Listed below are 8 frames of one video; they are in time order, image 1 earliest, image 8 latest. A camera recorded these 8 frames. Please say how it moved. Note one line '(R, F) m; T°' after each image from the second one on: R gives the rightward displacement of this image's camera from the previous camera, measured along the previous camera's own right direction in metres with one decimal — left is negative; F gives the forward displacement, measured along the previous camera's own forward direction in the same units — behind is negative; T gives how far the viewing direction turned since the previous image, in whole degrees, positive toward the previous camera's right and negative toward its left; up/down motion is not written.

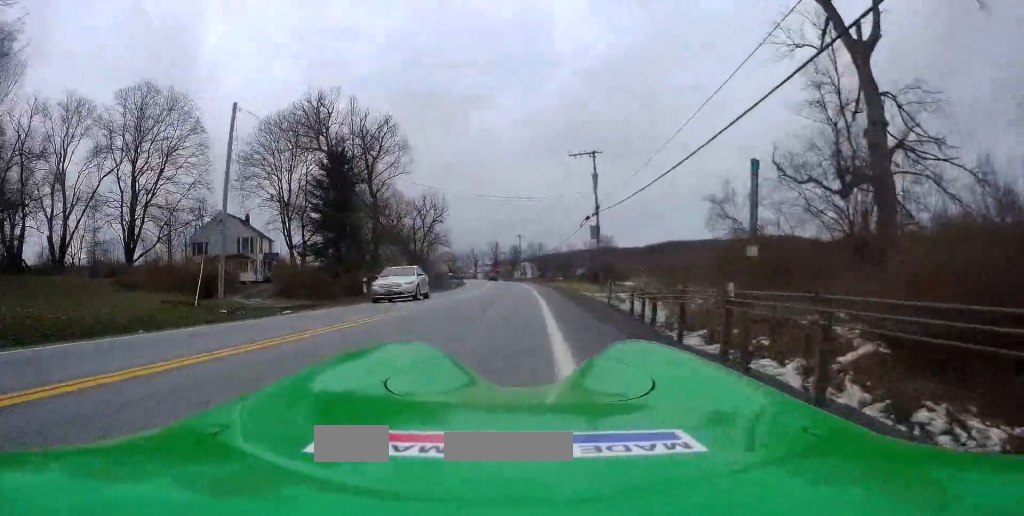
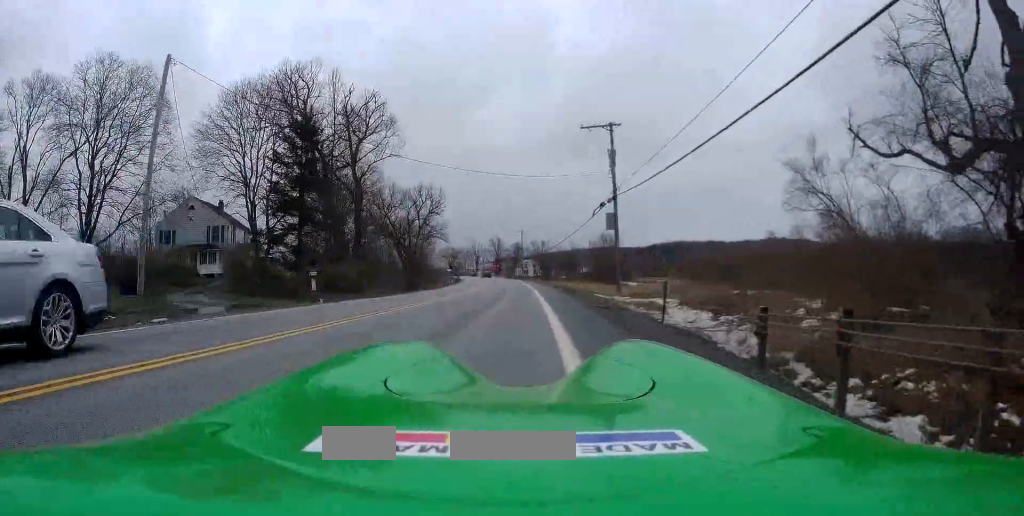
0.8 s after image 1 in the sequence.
(0.0, +7.5) m; -1°
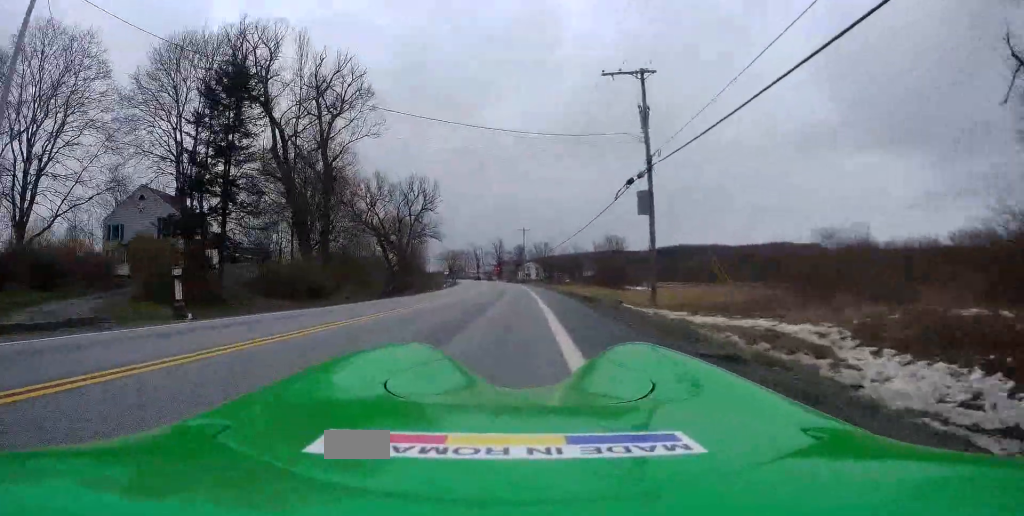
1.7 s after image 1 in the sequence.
(-0.3, +9.2) m; -3°
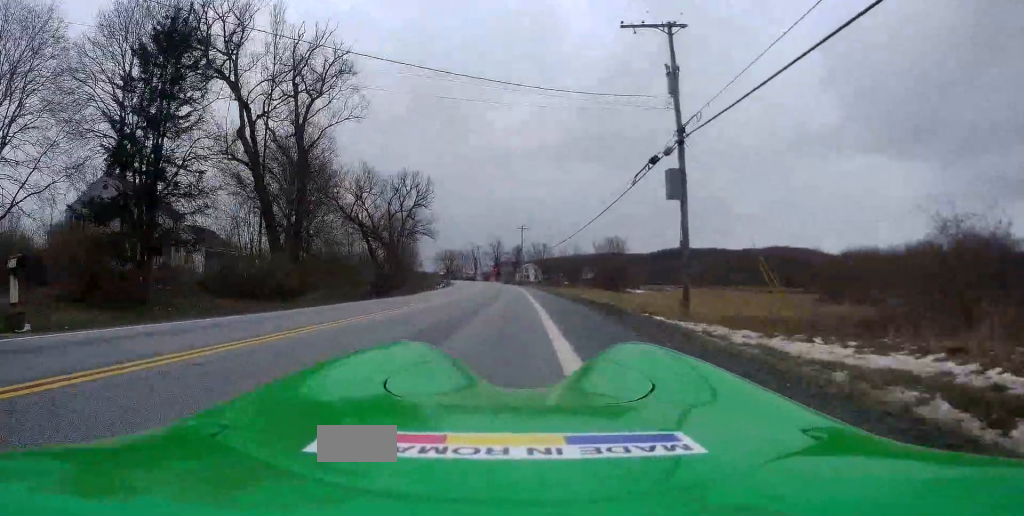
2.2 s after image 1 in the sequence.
(-0.2, +5.5) m; 0°
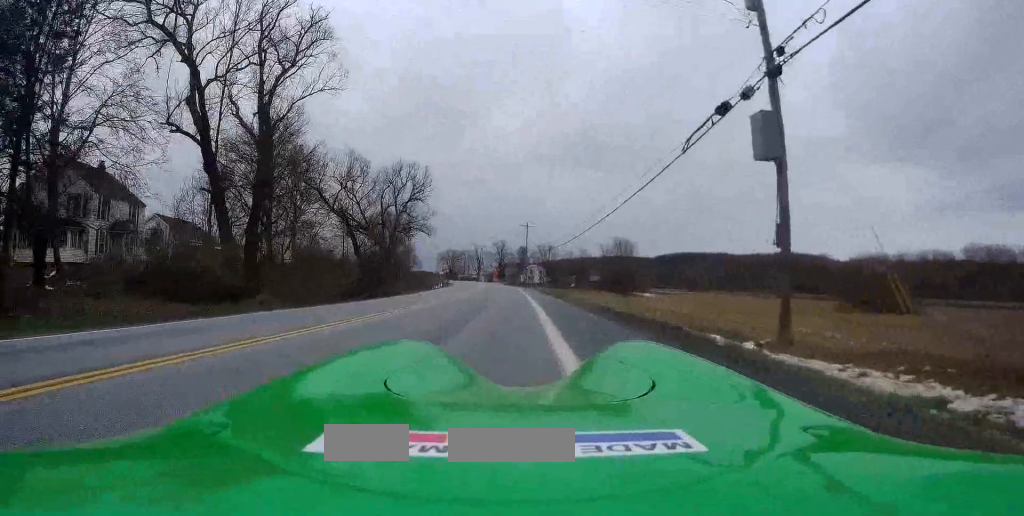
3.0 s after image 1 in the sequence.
(+0.1, +7.6) m; 0°
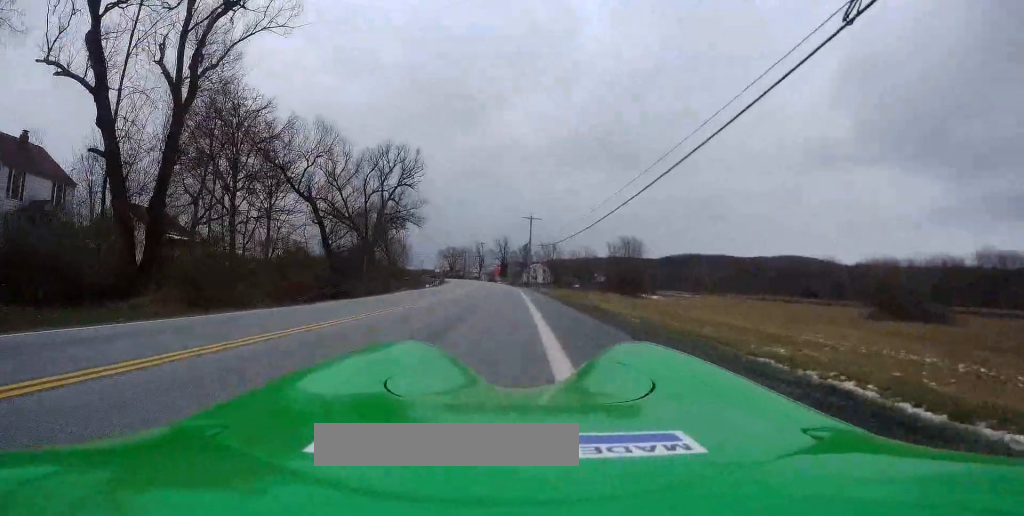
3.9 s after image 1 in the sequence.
(-0.1, +9.8) m; -1°
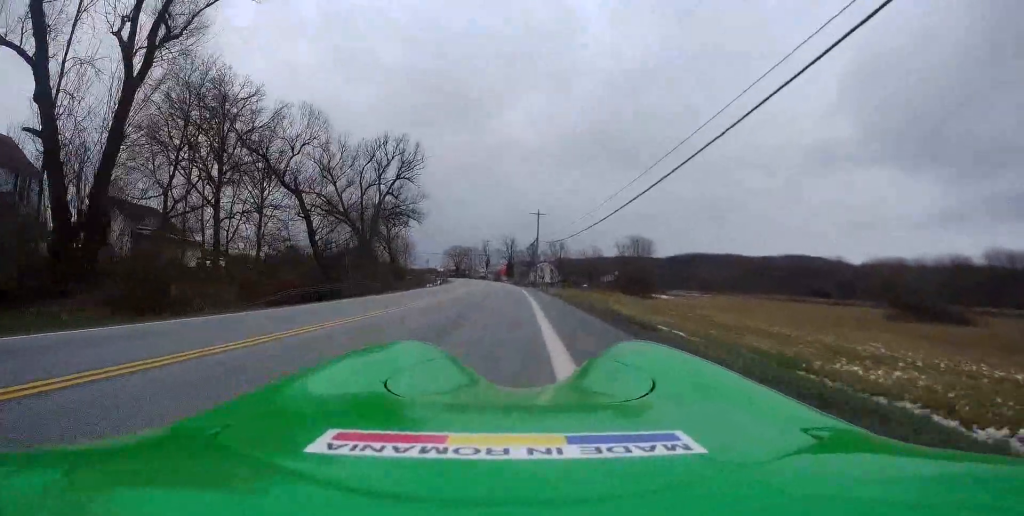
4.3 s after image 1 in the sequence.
(-0.2, +4.3) m; 0°
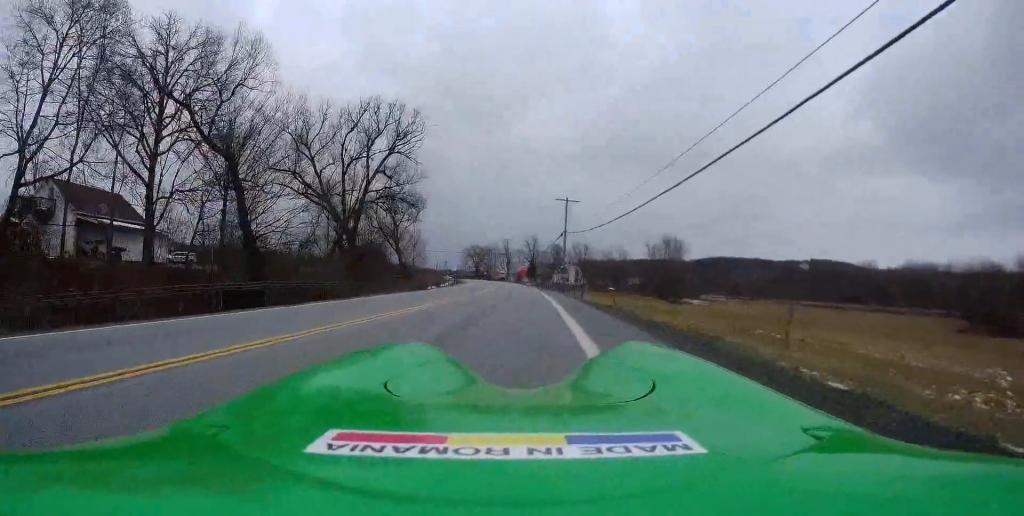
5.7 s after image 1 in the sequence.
(+0.2, +13.7) m; 0°
